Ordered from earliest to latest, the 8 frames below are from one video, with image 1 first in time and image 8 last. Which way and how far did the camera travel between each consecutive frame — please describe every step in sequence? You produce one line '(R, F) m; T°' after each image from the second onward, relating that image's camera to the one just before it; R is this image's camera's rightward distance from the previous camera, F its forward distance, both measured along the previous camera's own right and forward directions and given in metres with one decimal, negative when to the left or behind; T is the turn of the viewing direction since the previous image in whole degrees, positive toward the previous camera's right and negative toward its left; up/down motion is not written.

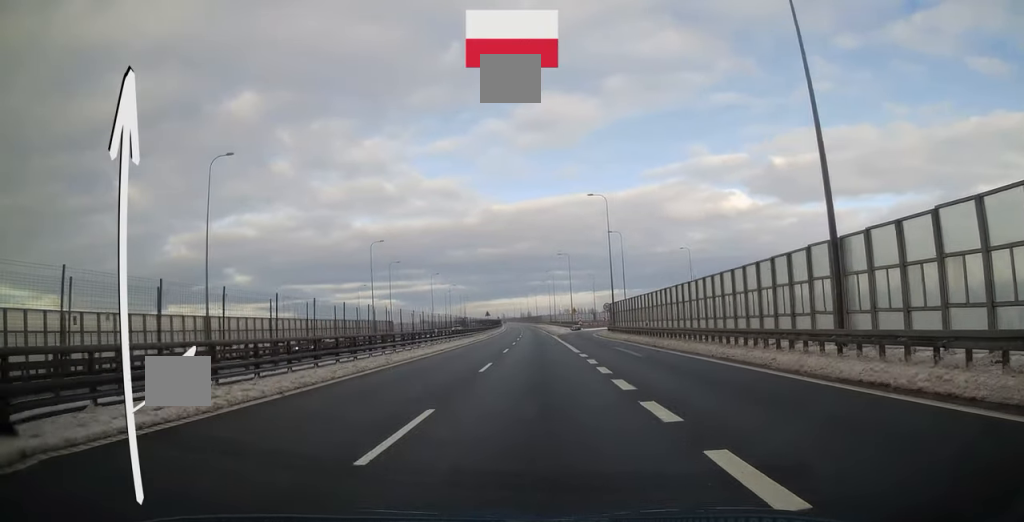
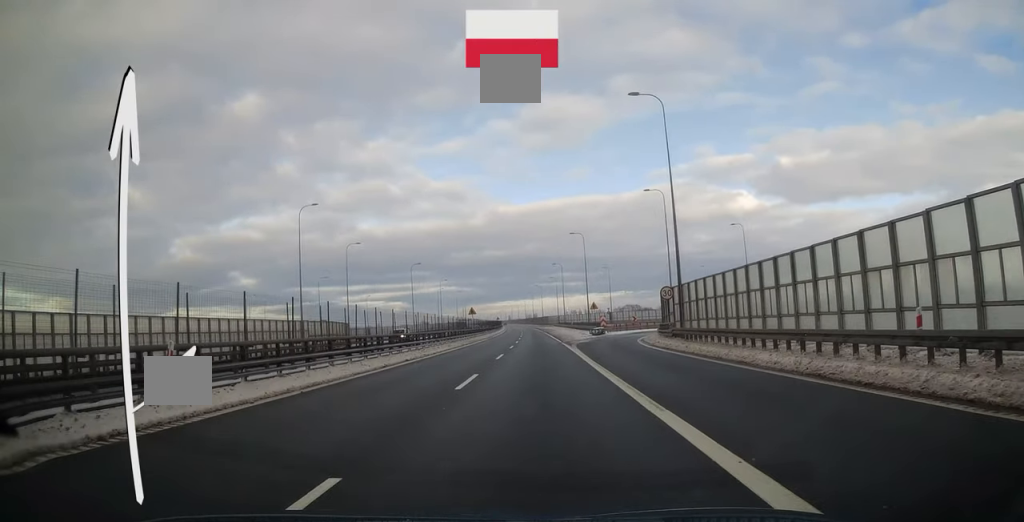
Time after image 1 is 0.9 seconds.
(-0.2, +28.6) m; -1°
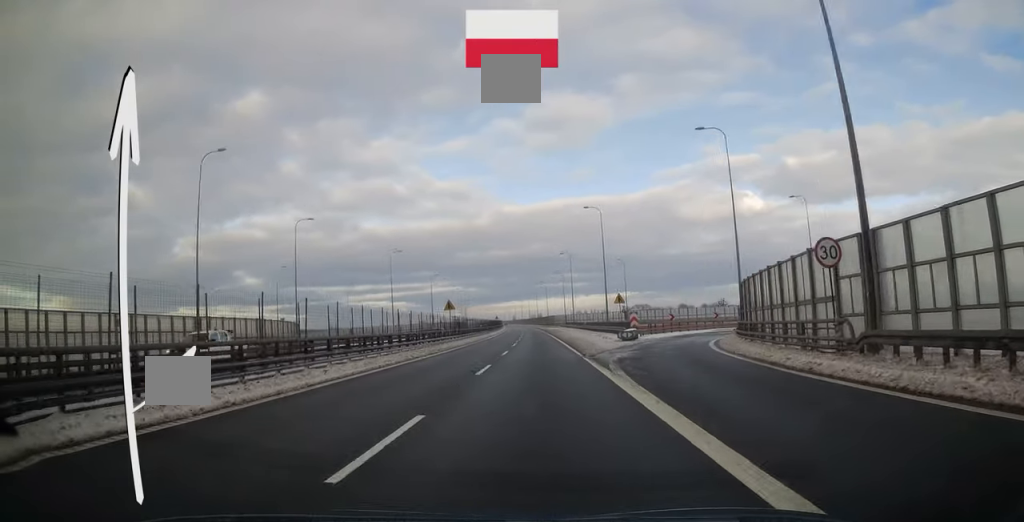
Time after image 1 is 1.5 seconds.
(-0.1, +20.1) m; 0°
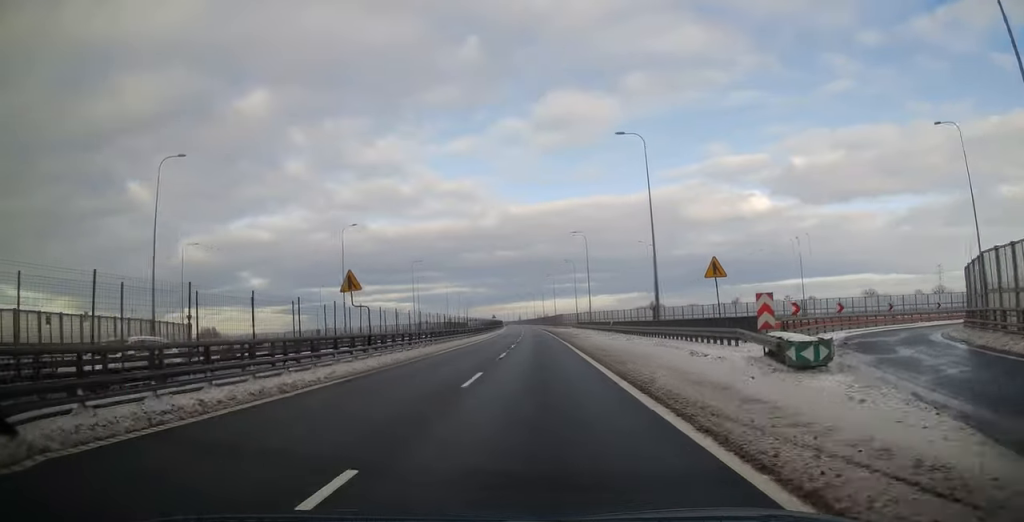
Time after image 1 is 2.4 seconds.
(0.0, +27.6) m; 0°
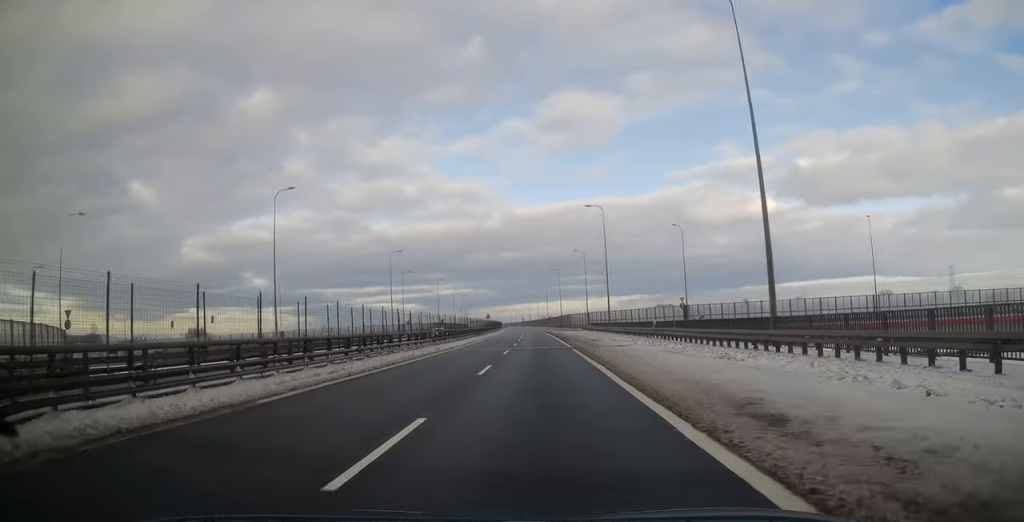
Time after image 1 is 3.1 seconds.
(0.0, +20.7) m; -1°
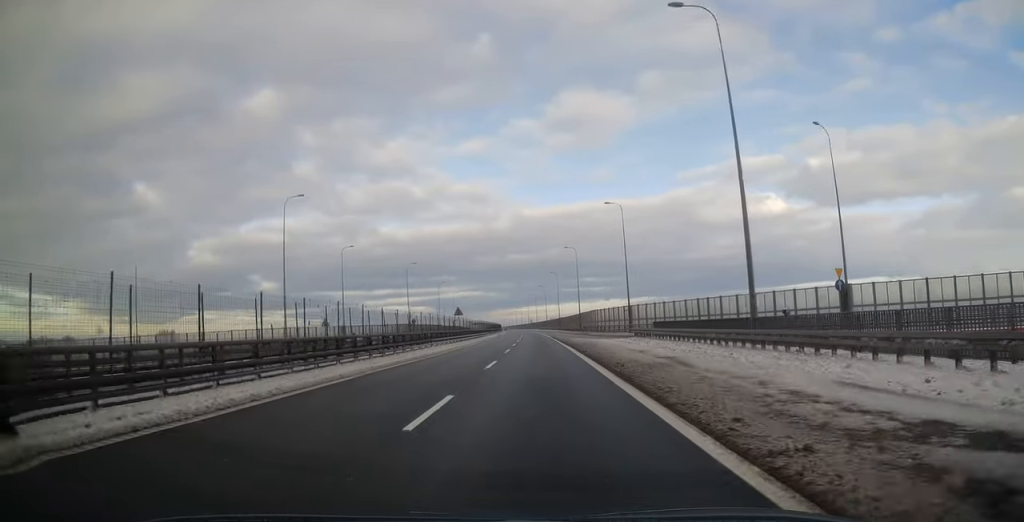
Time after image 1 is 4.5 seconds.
(-0.6, +45.0) m; -1°
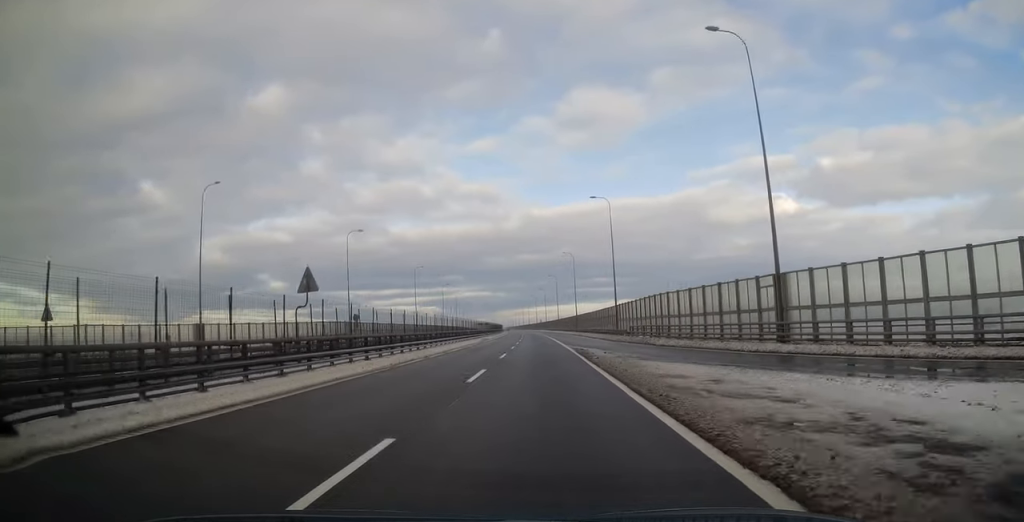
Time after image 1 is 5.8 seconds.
(-0.2, +40.8) m; -1°
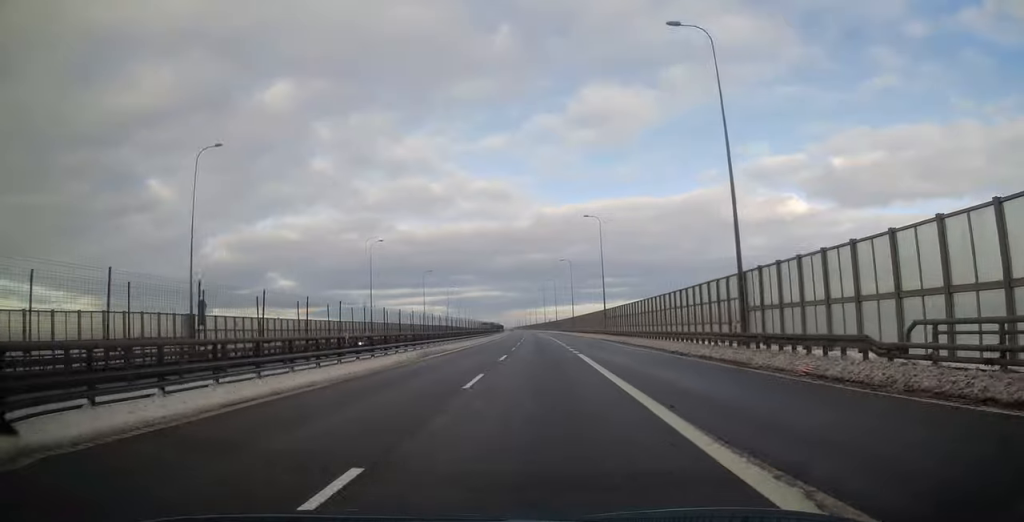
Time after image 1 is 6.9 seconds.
(-0.2, +37.5) m; -1°
